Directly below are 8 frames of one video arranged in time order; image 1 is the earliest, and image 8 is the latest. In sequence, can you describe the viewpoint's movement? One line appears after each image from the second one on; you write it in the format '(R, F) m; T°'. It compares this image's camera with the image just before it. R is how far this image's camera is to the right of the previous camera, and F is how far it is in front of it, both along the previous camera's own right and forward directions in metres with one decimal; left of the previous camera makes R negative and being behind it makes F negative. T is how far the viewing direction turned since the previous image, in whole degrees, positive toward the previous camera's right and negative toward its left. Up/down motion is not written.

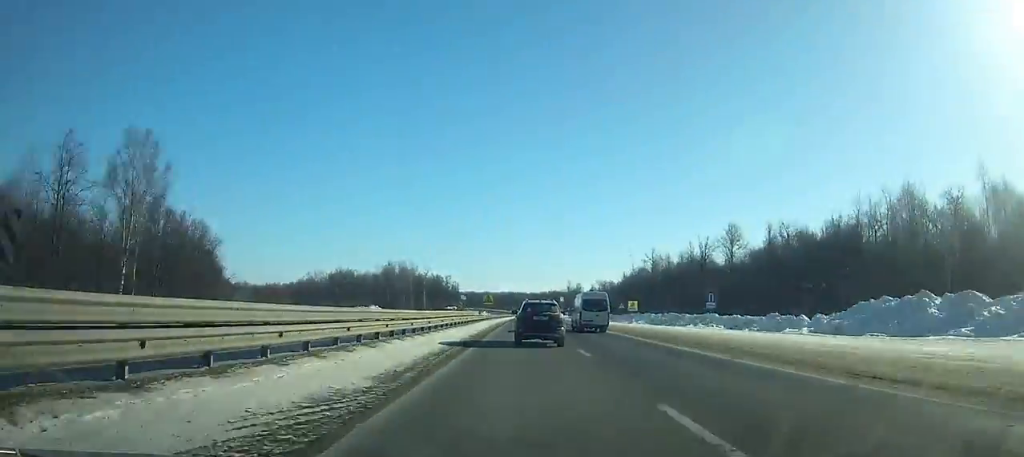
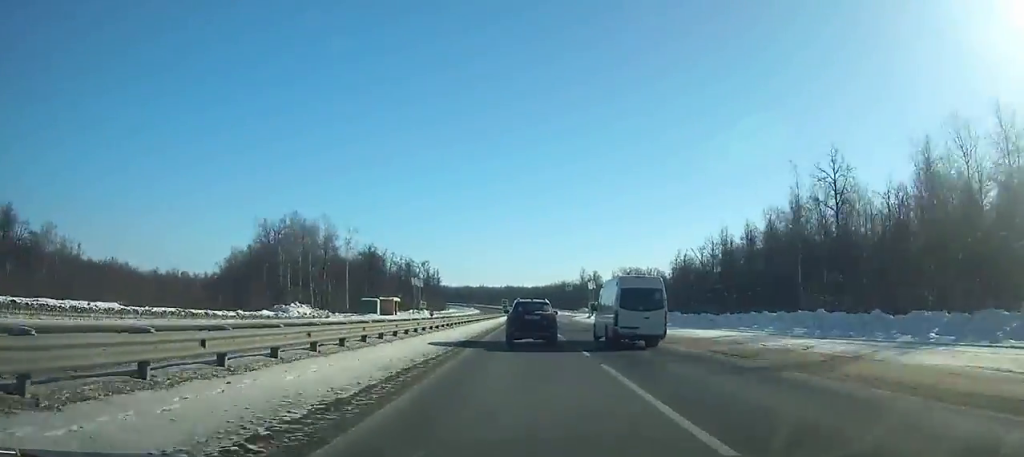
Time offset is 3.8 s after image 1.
(0.0, +101.1) m; 0°
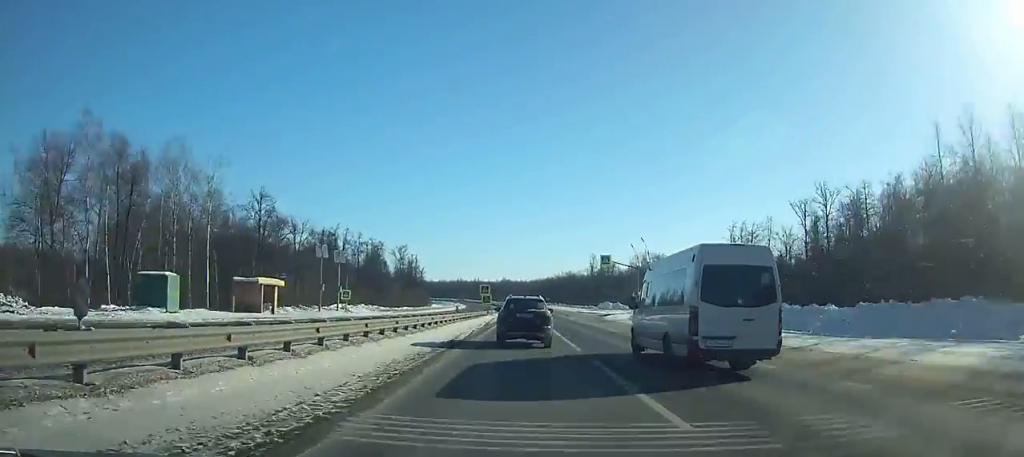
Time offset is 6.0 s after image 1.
(+0.1, +58.2) m; 0°
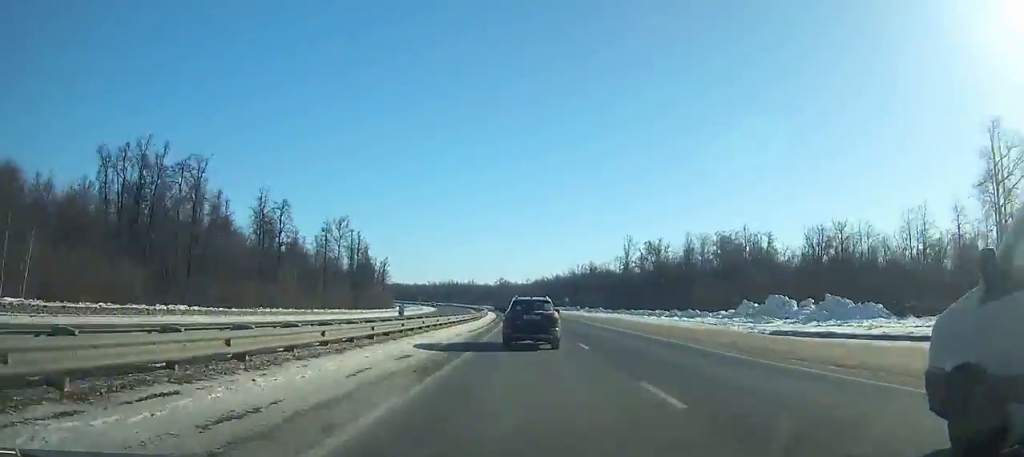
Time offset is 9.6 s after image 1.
(-0.5, +94.8) m; -1°
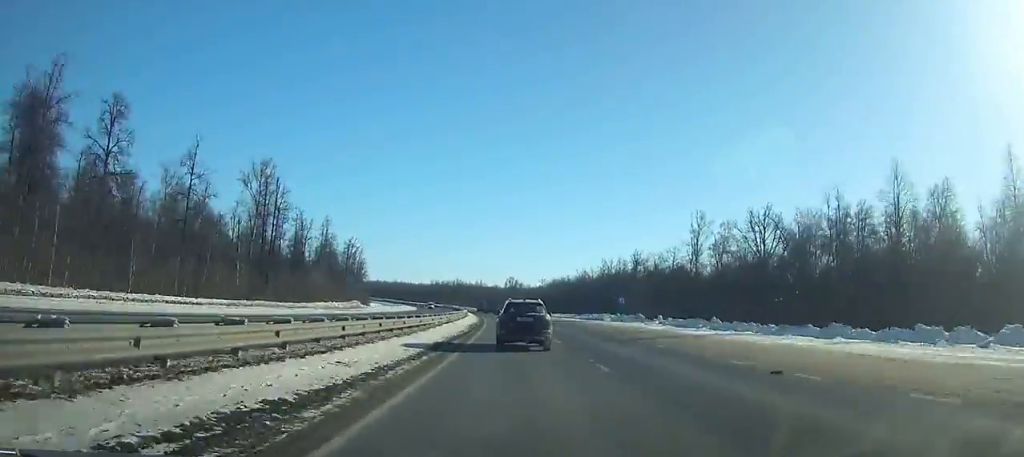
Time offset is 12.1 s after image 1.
(-0.3, +65.8) m; -1°
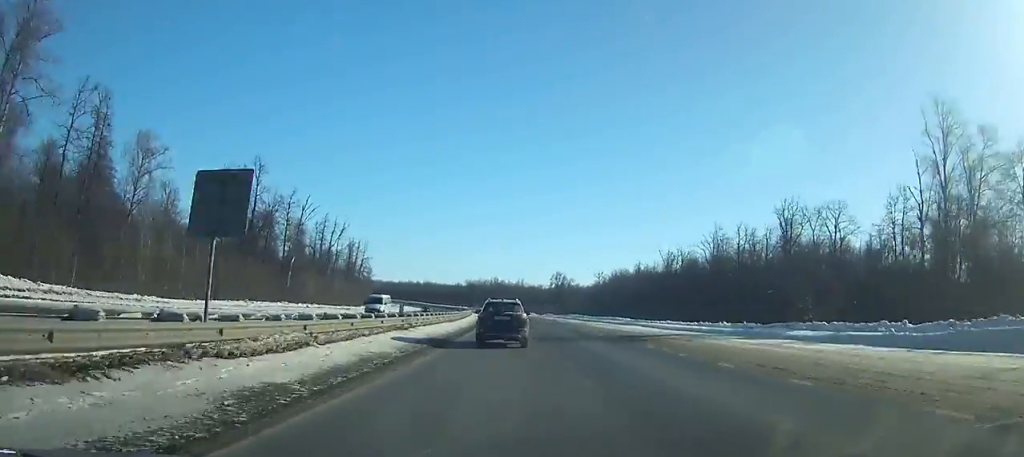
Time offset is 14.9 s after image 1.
(-1.2, +73.9) m; -3°
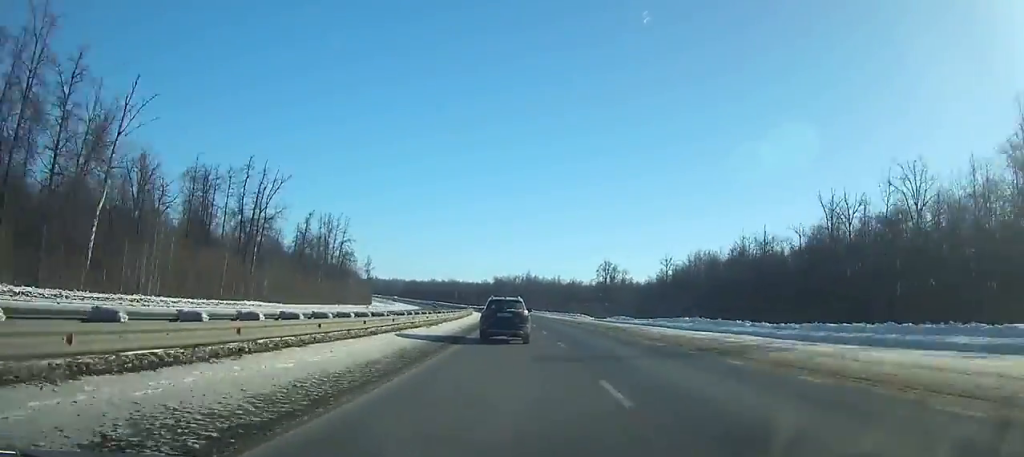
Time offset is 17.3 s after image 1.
(-1.8, +63.6) m; -3°
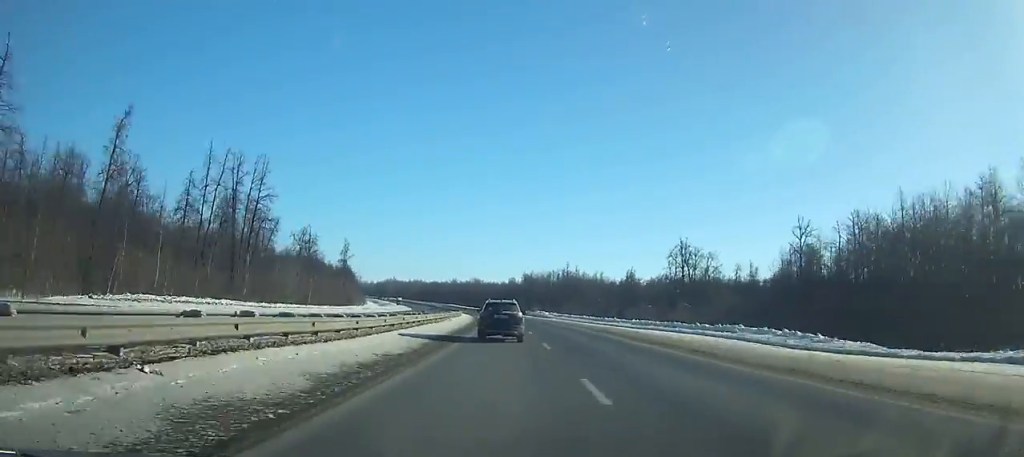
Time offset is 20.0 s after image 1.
(-2.2, +71.7) m; -4°
